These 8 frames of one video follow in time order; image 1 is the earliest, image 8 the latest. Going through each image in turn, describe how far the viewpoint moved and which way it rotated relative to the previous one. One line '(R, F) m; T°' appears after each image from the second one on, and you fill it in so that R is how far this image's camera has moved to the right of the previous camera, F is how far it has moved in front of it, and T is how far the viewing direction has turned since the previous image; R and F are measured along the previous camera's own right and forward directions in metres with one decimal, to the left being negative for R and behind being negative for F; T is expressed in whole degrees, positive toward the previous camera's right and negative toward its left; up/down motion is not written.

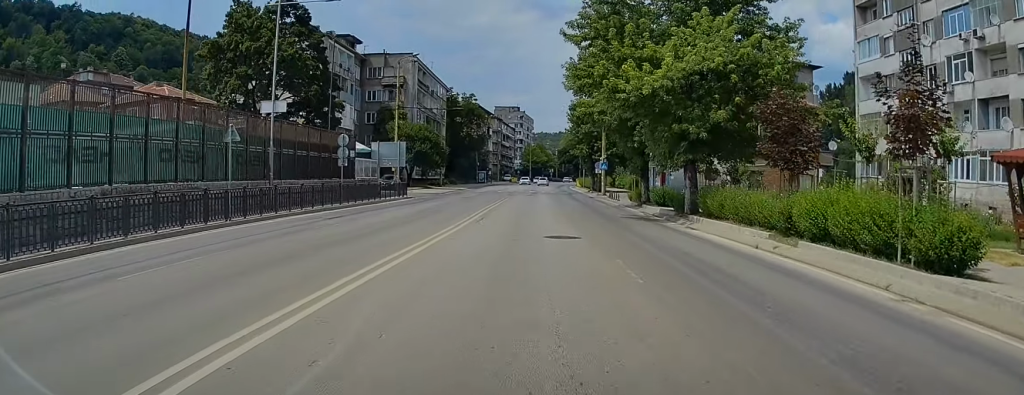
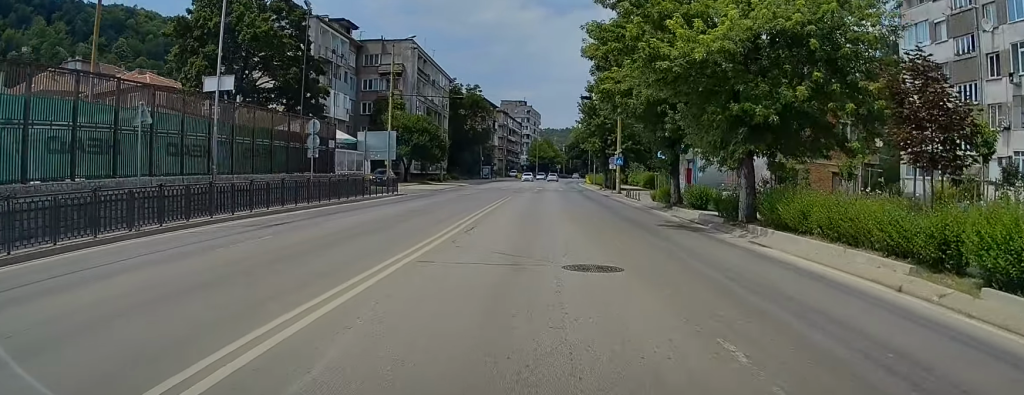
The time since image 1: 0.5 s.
(-0.1, +6.3) m; 0°
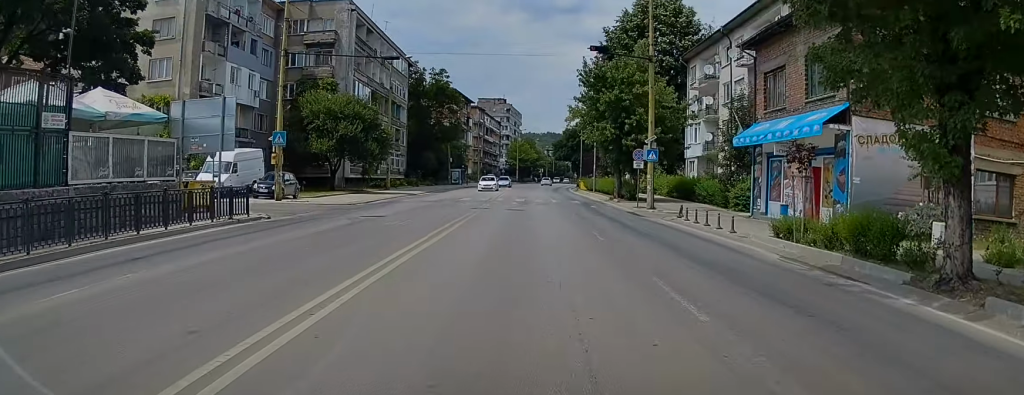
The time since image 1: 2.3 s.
(+0.1, +23.2) m; +1°
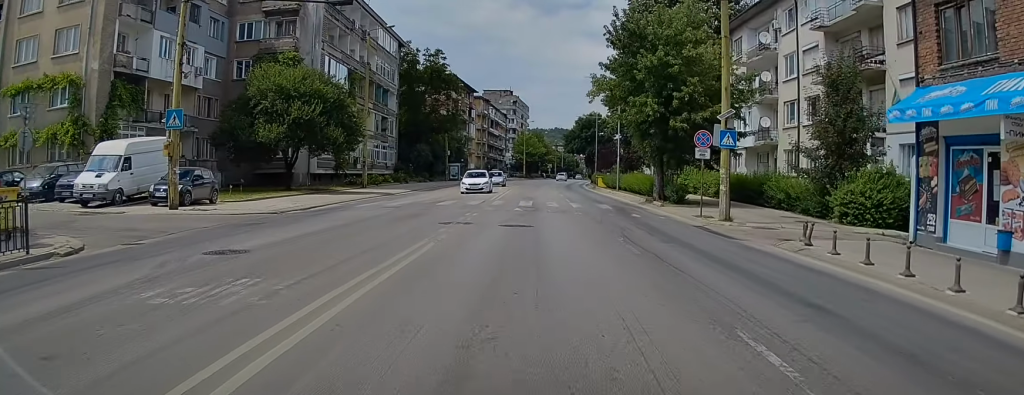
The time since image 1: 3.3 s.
(0.0, +12.3) m; 0°
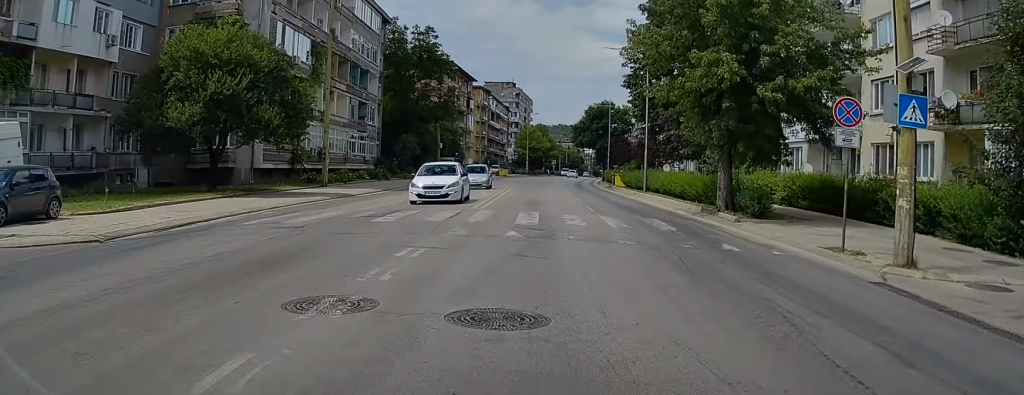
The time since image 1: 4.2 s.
(-0.1, +11.2) m; -1°
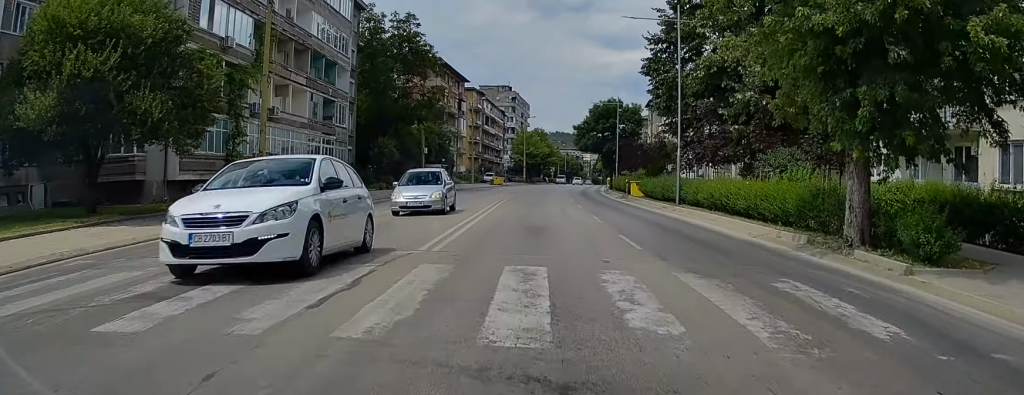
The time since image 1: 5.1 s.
(0.0, +10.3) m; -1°
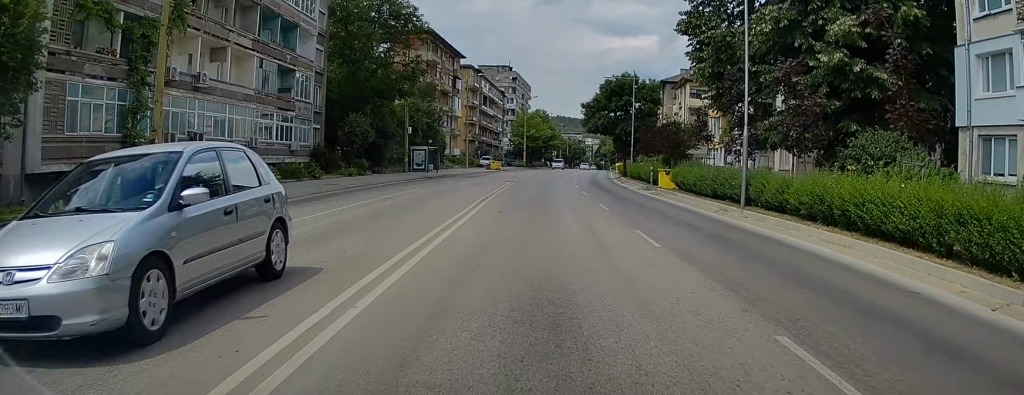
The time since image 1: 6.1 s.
(-0.1, +10.2) m; +1°
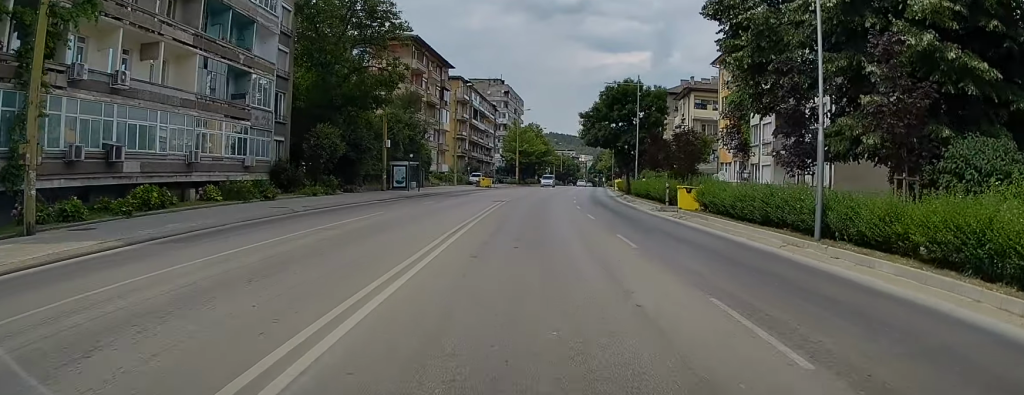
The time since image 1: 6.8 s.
(+0.2, +6.6) m; 0°
